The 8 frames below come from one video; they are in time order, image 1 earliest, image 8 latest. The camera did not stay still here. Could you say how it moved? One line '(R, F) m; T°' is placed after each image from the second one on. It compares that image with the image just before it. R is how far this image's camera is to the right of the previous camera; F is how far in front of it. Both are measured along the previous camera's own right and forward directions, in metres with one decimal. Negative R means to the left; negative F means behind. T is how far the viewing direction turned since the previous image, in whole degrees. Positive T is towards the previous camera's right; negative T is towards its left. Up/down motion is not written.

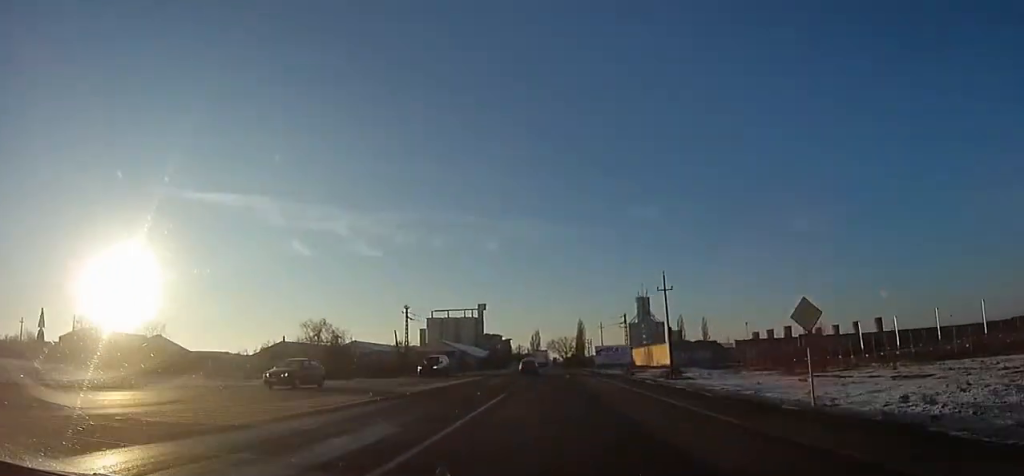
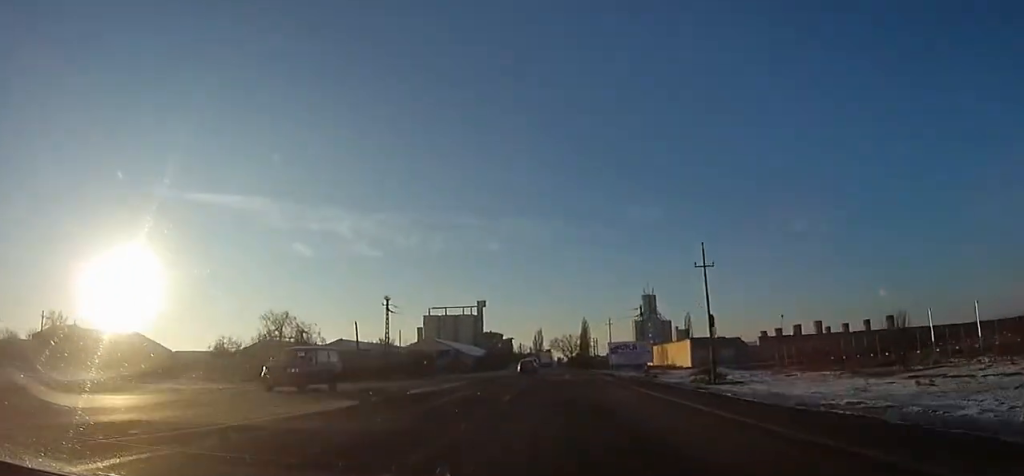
(-0.2, +11.2) m; +1°
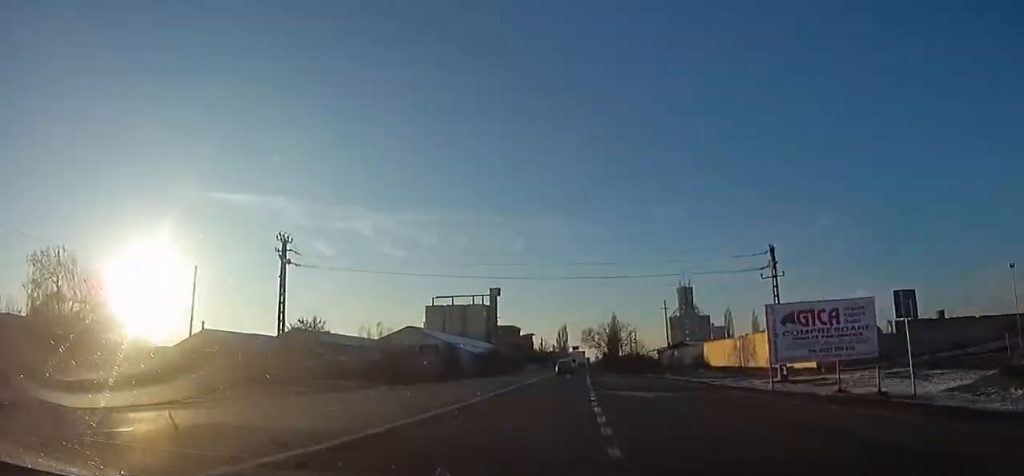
(+1.1, +31.9) m; +1°
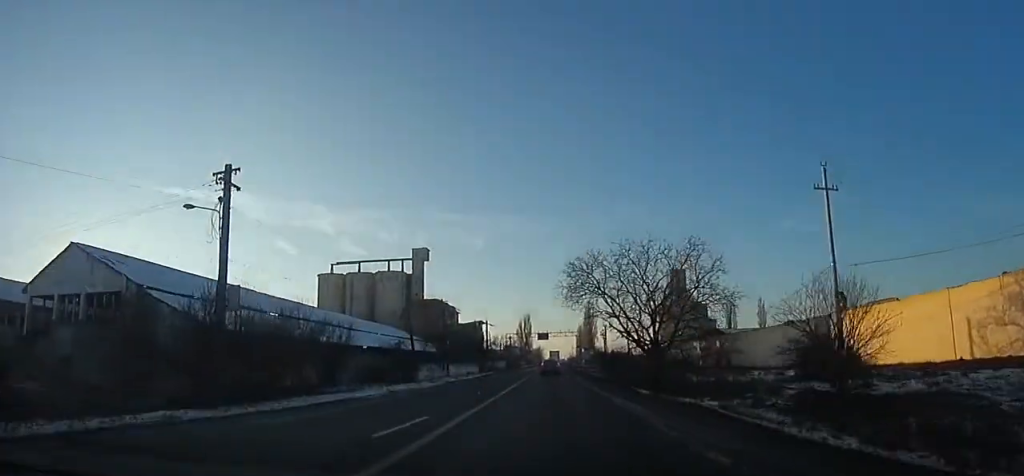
(-0.5, +66.9) m; +1°
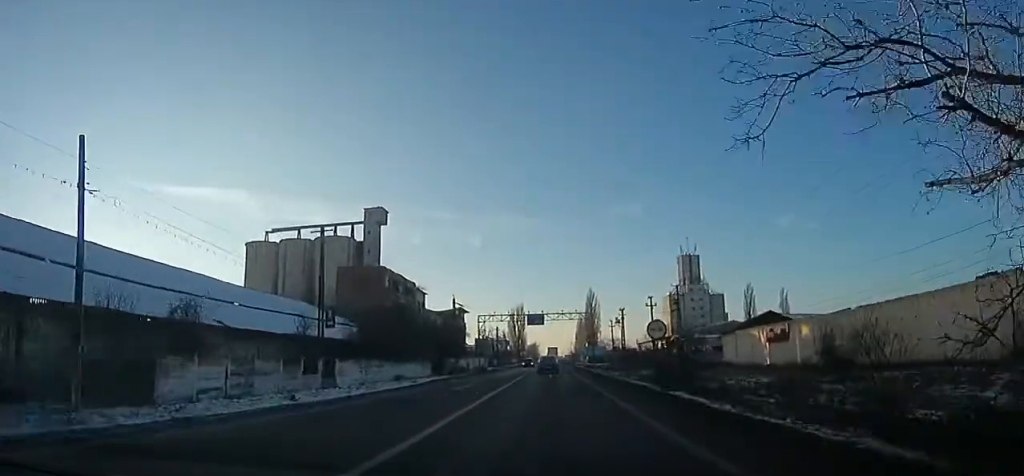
(+0.6, +36.3) m; +1°
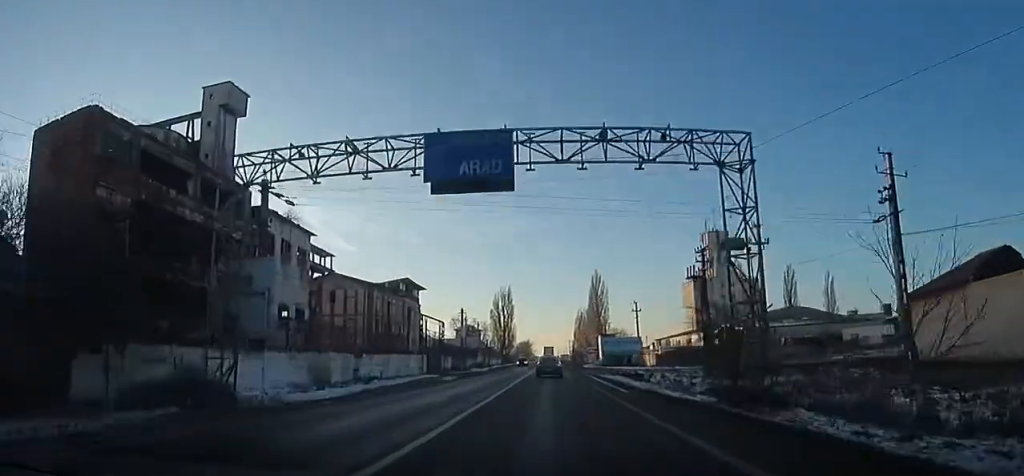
(+1.1, +51.3) m; +2°
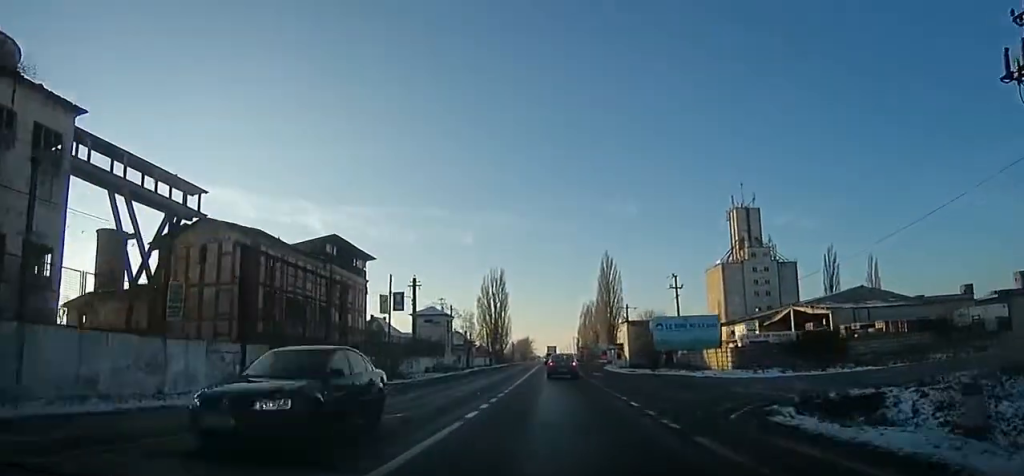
(+0.3, +31.6) m; -1°
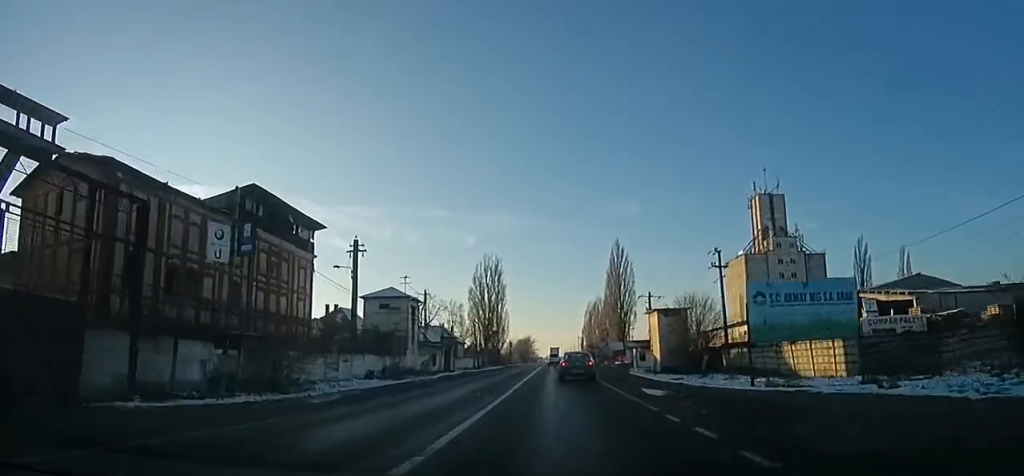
(-1.6, +17.7) m; 0°
